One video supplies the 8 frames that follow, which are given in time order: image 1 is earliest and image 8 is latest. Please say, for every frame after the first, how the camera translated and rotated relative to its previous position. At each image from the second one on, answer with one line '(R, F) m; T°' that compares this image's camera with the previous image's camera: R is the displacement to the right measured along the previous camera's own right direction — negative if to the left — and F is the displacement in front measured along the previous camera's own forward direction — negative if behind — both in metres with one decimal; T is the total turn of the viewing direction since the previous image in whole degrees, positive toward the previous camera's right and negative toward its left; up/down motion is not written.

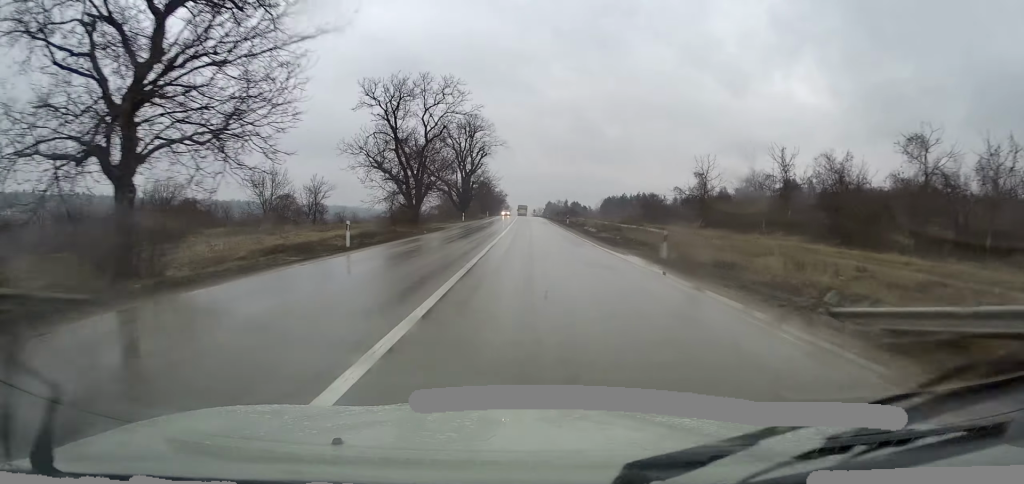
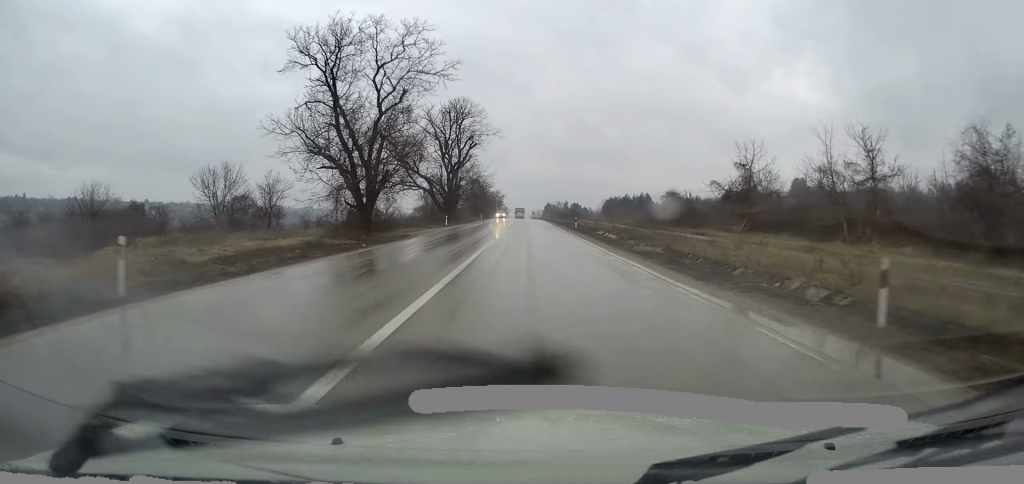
(0.0, +13.5) m; 0°
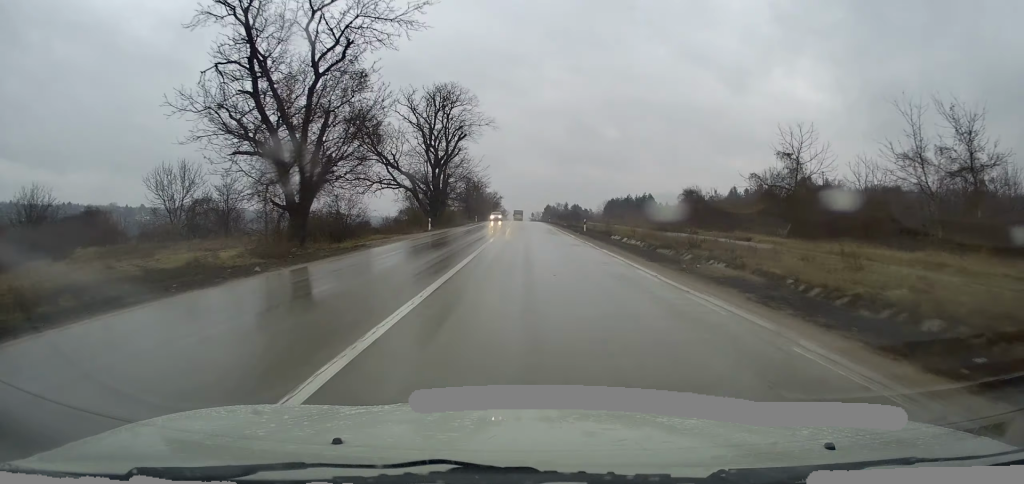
(-0.2, +9.4) m; 0°
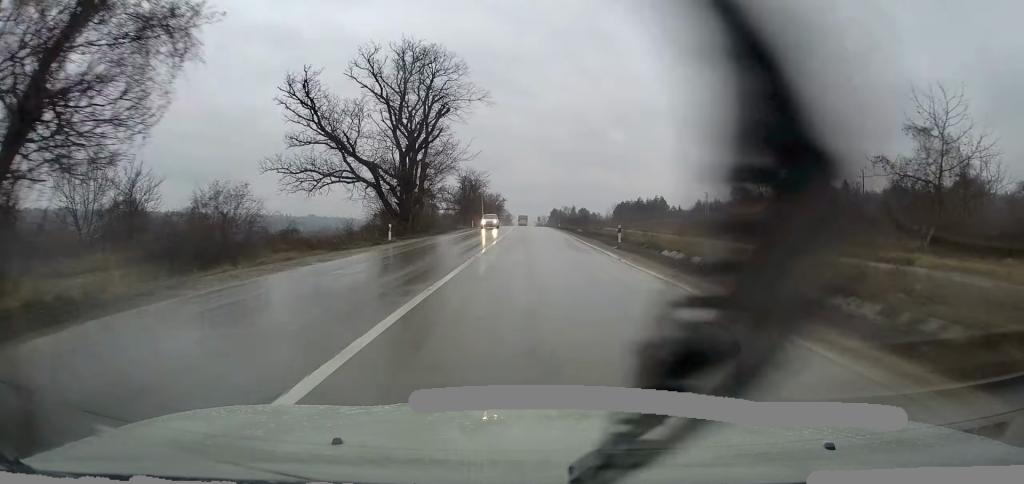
(0.0, +15.2) m; 0°
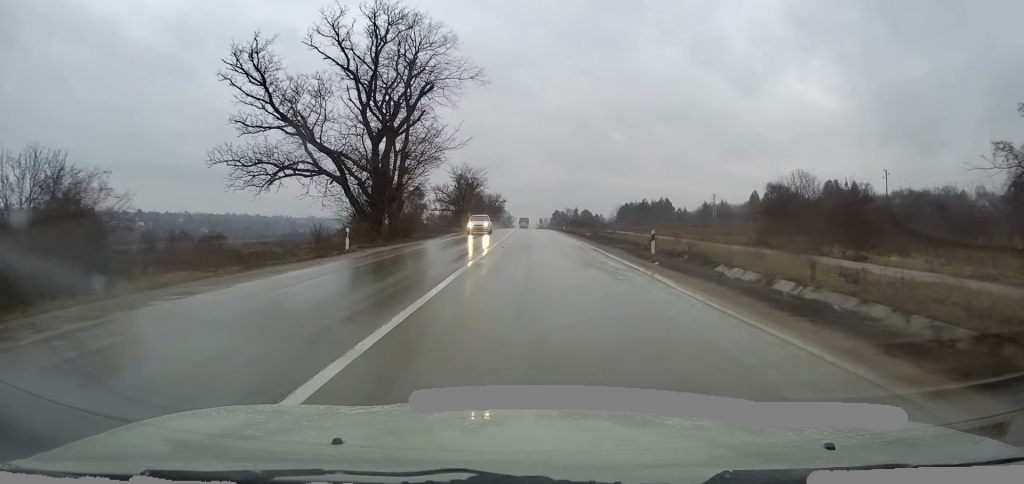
(+0.1, +7.9) m; 0°
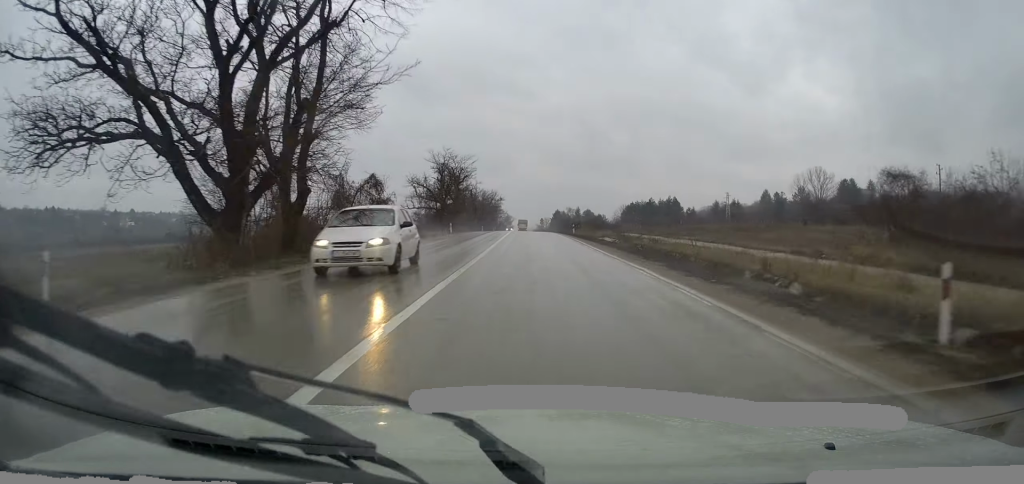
(-0.2, +16.4) m; 0°
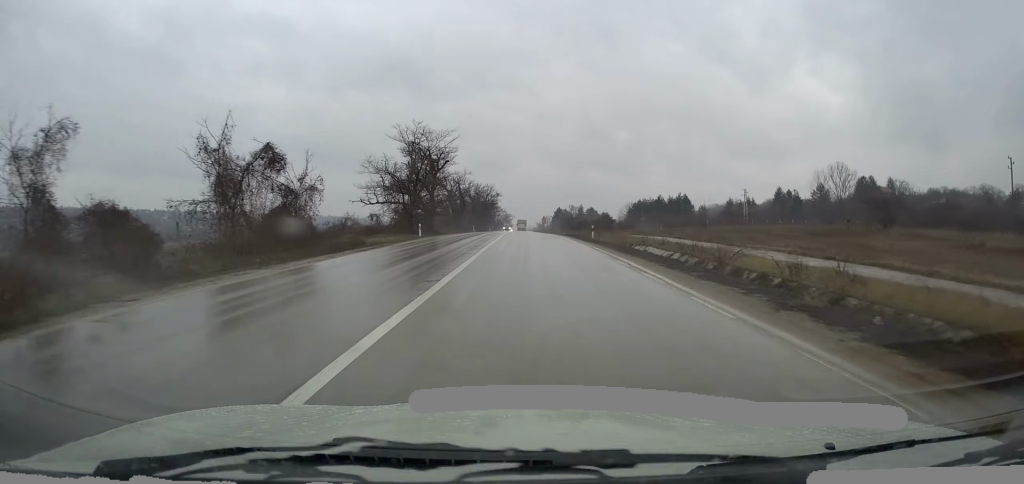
(+0.1, +17.0) m; +1°
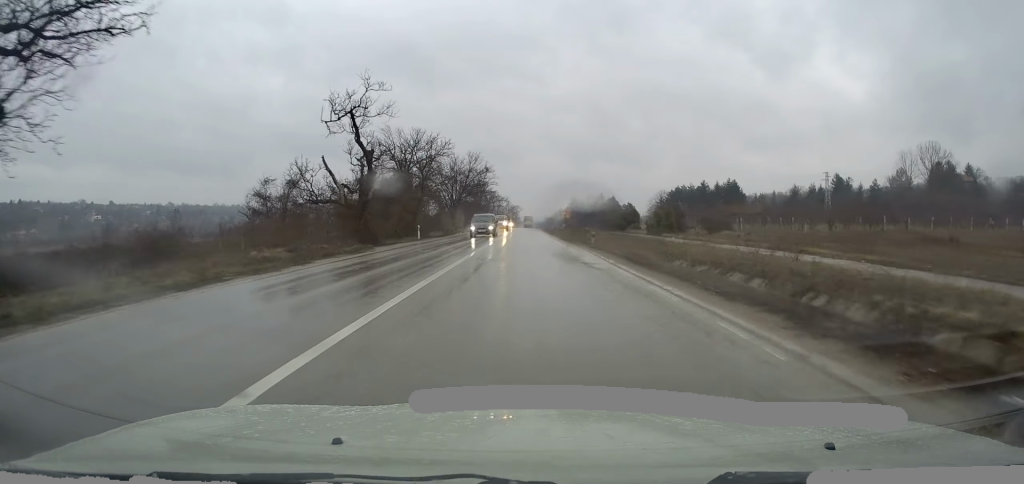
(-0.8, +50.4) m; -2°
